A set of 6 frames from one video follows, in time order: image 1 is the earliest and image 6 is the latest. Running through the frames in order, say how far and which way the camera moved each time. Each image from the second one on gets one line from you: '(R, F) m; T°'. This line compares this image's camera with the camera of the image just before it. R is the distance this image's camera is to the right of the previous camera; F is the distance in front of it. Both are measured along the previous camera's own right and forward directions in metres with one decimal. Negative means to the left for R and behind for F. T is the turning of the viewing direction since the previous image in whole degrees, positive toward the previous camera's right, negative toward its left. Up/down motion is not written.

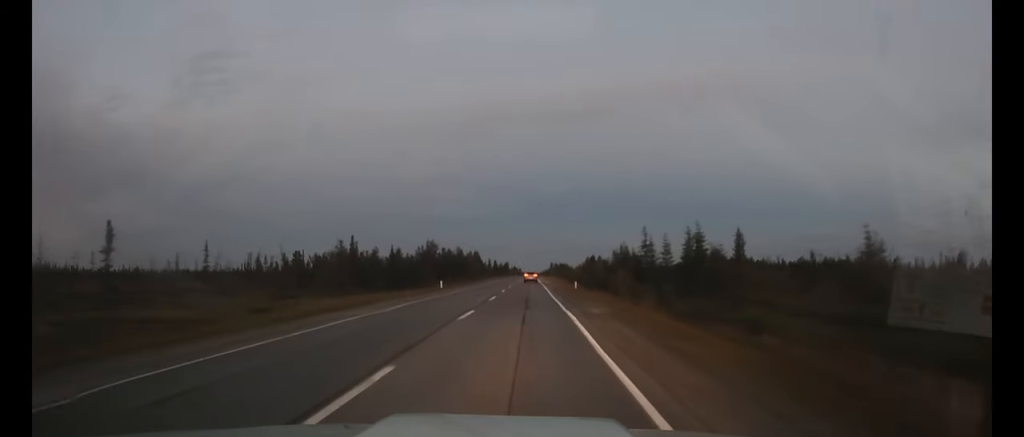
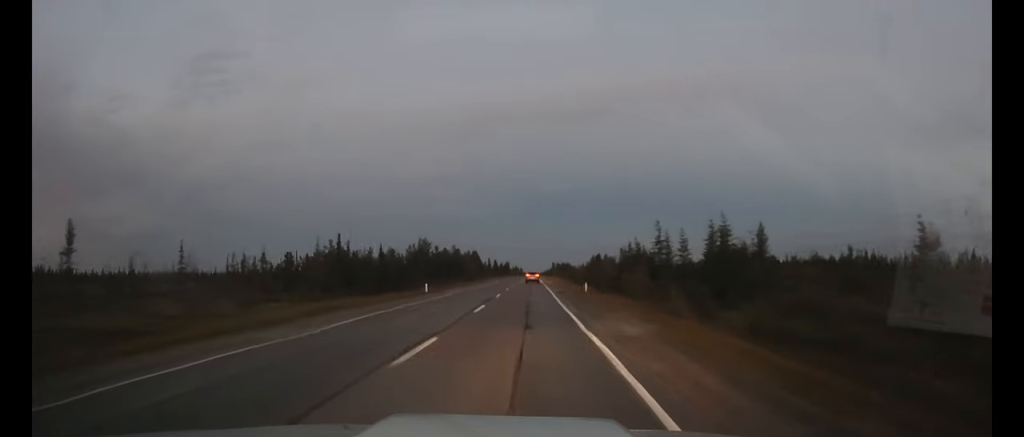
(0.0, +8.4) m; 0°
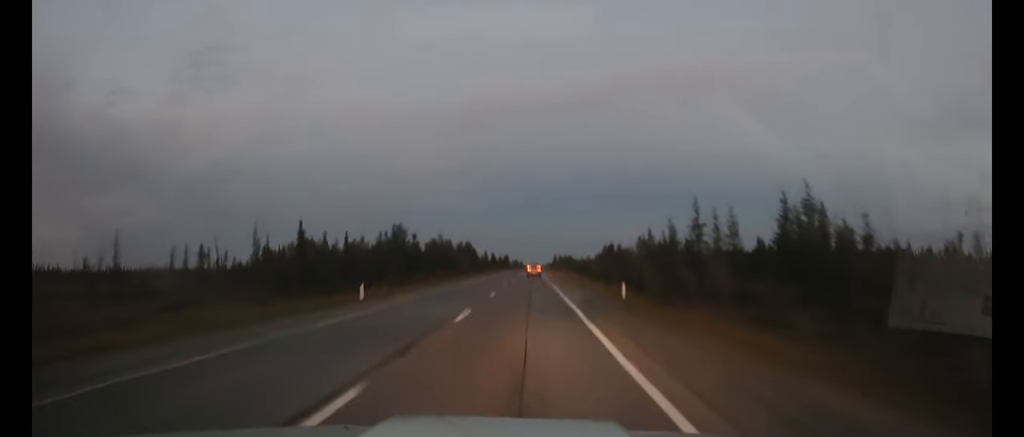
(0.0, +17.9) m; 0°
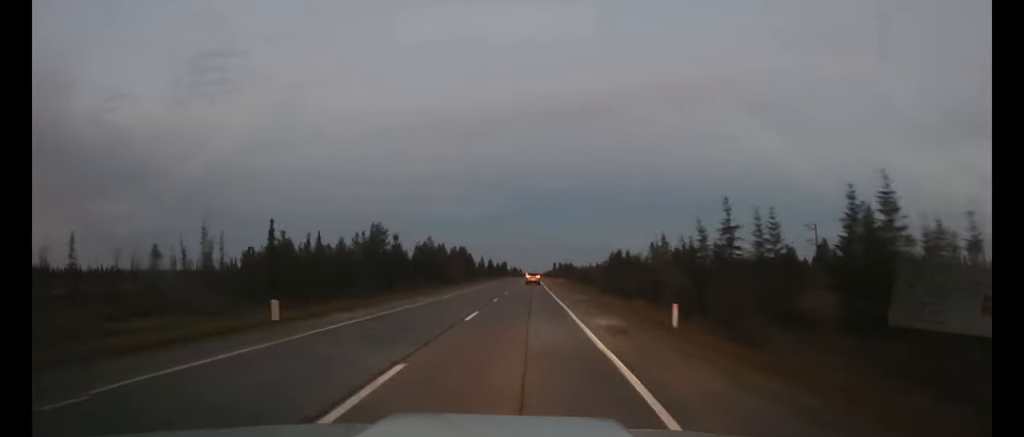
(0.0, +10.0) m; 0°
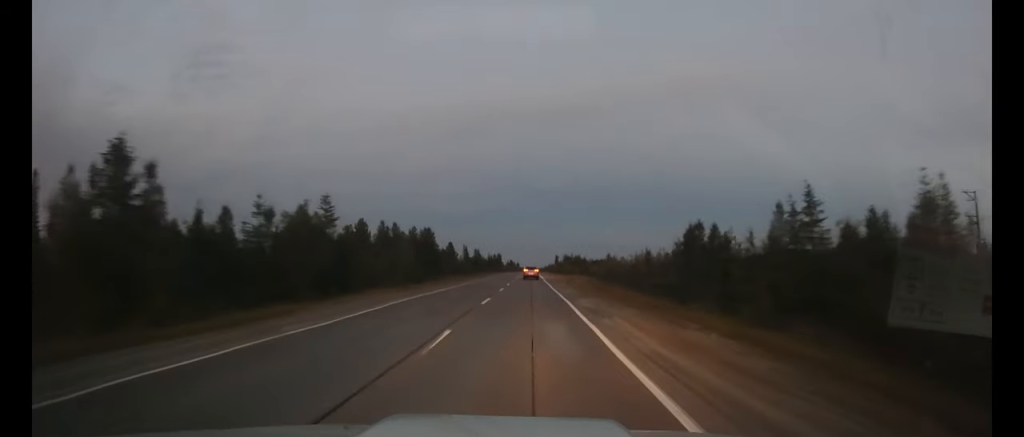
(+0.1, +44.5) m; 0°
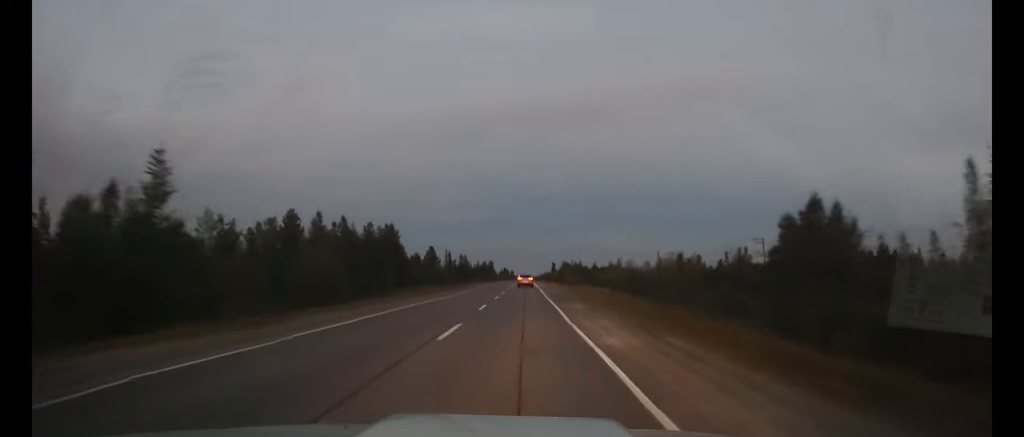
(+0.1, +21.5) m; 0°
